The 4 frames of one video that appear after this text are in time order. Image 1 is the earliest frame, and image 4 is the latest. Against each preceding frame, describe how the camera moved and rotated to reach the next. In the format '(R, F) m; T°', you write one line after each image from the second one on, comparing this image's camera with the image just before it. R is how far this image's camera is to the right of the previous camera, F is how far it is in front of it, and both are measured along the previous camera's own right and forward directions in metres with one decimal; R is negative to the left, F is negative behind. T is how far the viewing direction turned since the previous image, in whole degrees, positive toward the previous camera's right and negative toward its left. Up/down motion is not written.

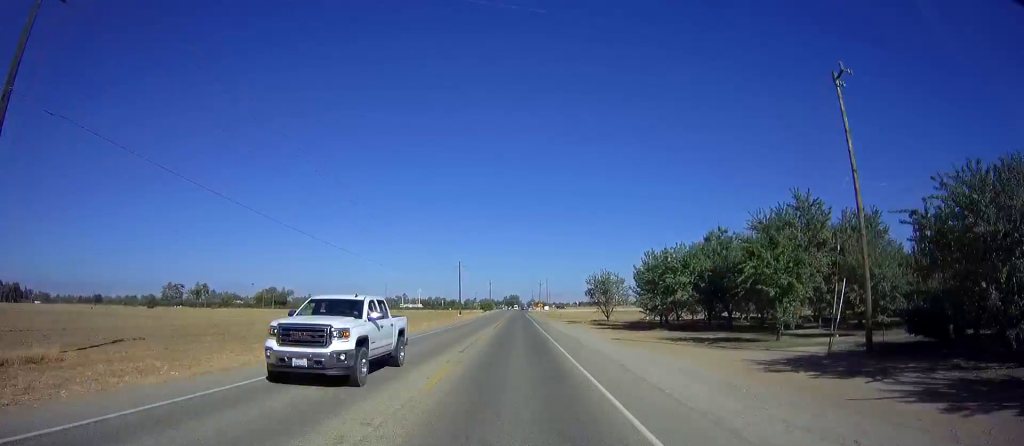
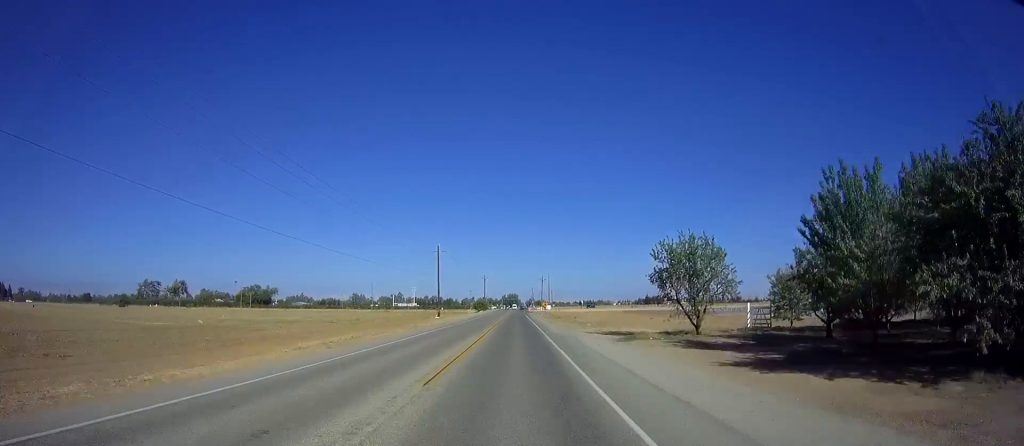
(+0.1, +29.7) m; 0°
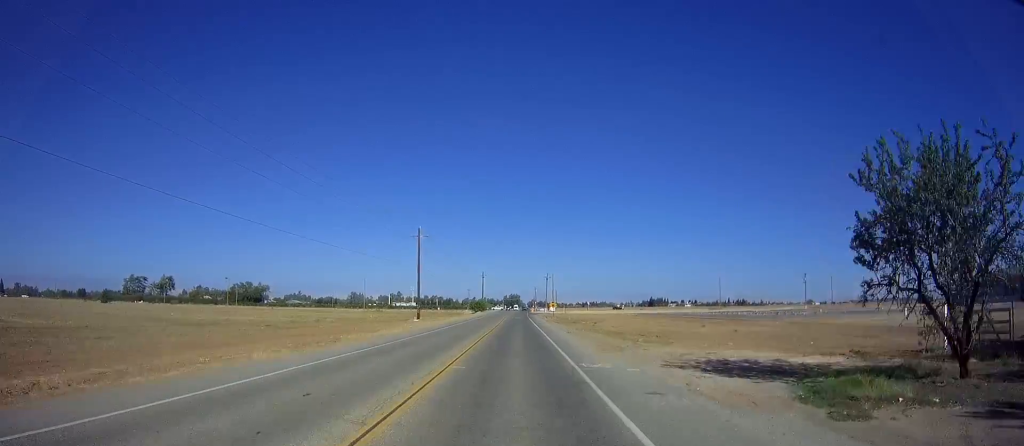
(0.0, +18.9) m; 0°
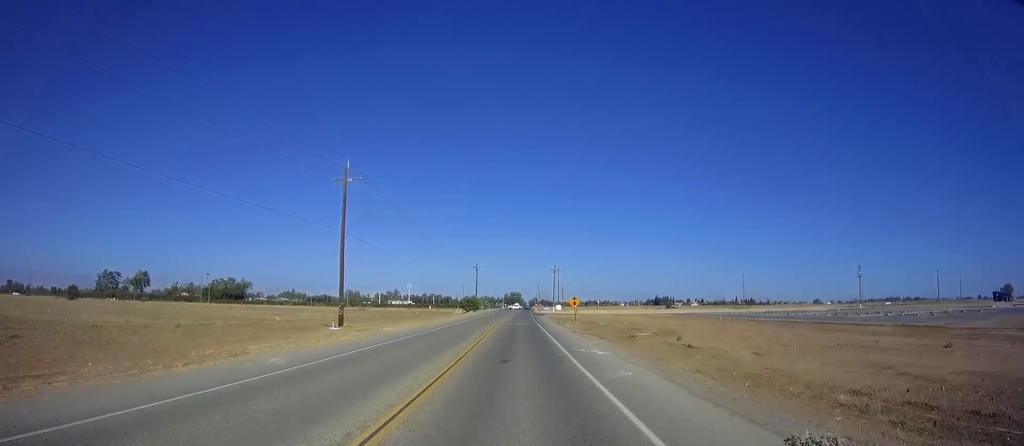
(0.0, +30.6) m; 0°
